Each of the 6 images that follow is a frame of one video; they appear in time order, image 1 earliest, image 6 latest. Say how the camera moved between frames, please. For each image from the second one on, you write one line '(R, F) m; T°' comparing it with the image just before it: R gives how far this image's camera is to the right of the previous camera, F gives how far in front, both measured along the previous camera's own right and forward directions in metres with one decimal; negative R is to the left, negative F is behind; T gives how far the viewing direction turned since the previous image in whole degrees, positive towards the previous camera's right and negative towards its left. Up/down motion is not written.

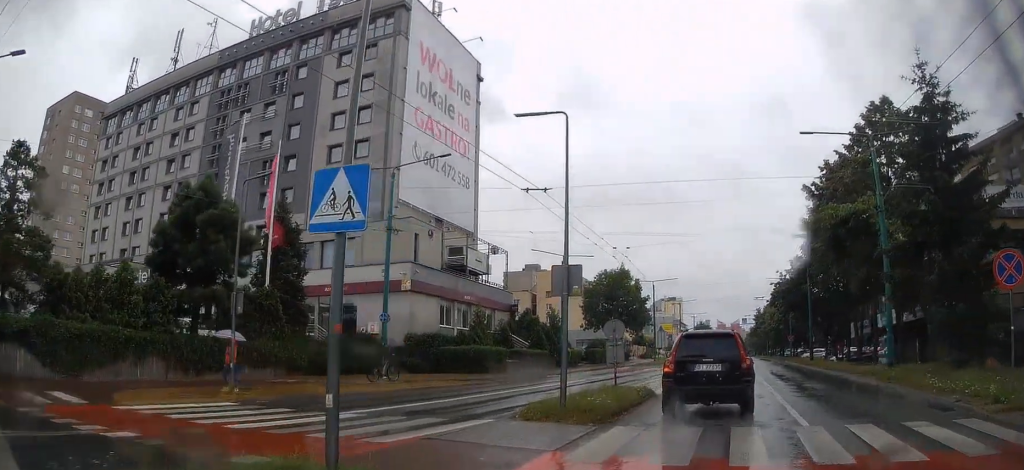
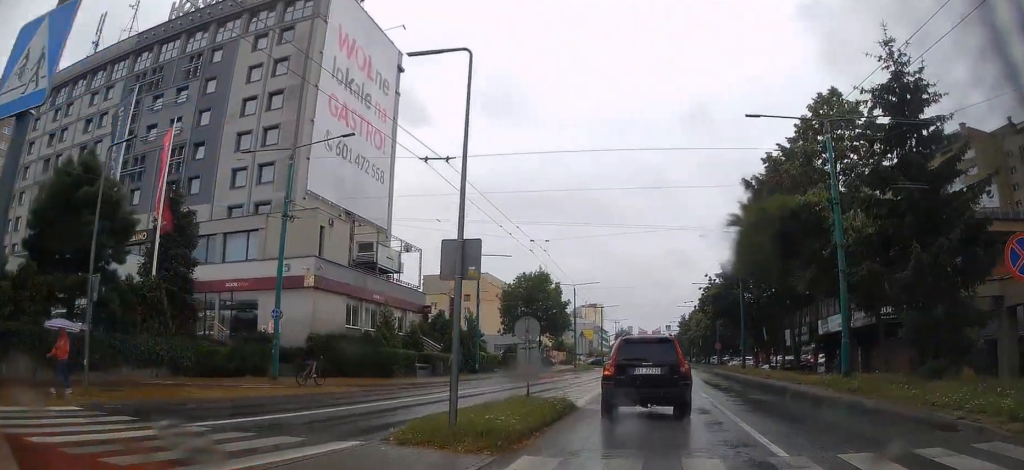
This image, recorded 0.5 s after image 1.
(+0.1, +3.4) m; +4°
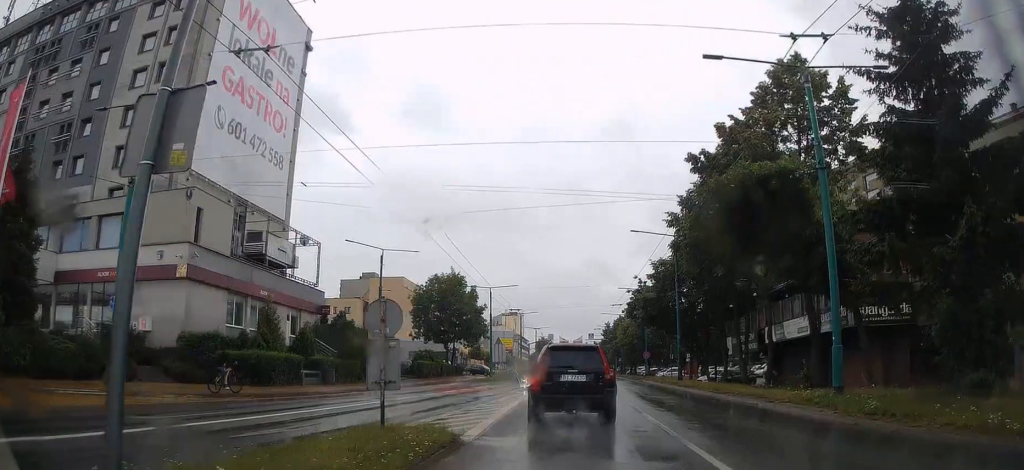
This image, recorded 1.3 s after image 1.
(+0.3, +6.1) m; +3°
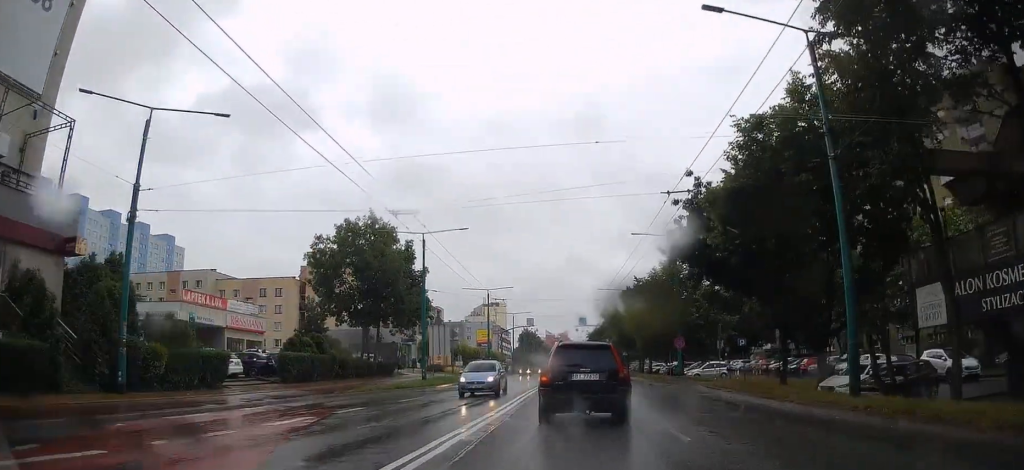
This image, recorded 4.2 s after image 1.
(+0.3, +27.8) m; 0°
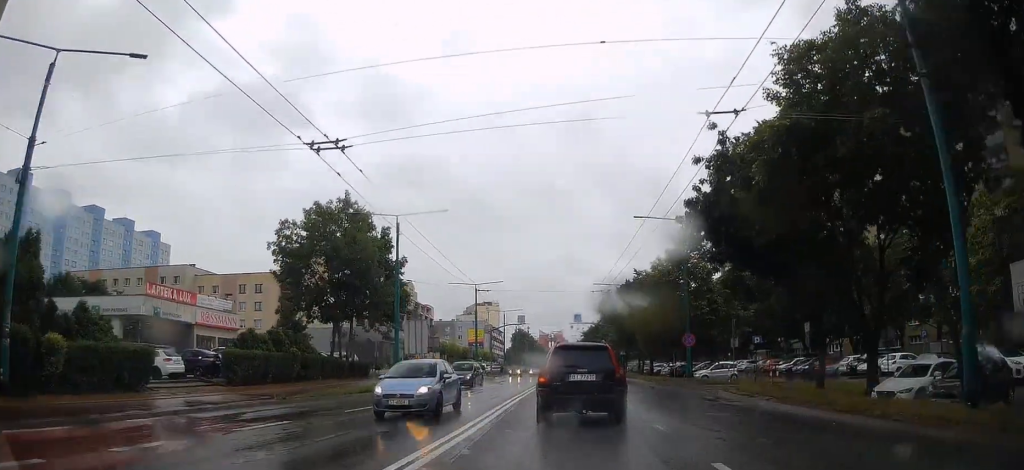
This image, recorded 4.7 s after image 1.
(0.0, +5.3) m; 0°
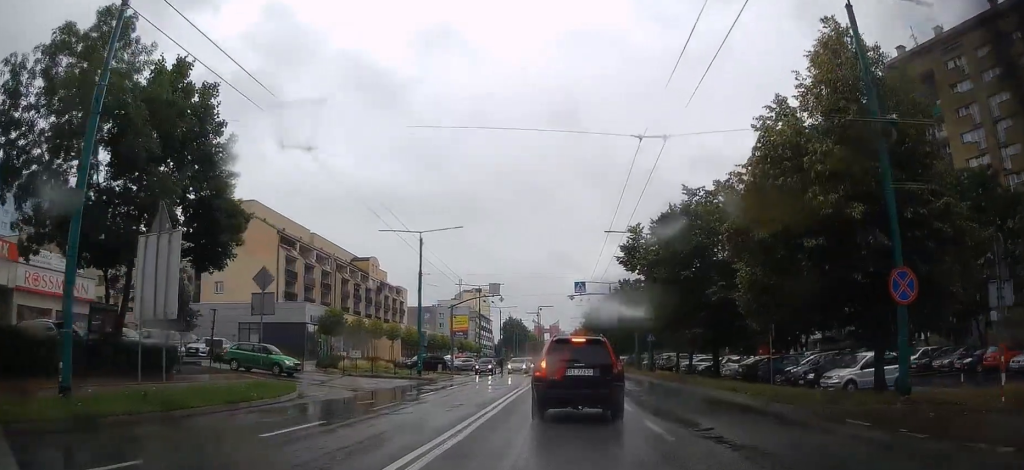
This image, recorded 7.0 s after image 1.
(0.0, +23.9) m; 0°
